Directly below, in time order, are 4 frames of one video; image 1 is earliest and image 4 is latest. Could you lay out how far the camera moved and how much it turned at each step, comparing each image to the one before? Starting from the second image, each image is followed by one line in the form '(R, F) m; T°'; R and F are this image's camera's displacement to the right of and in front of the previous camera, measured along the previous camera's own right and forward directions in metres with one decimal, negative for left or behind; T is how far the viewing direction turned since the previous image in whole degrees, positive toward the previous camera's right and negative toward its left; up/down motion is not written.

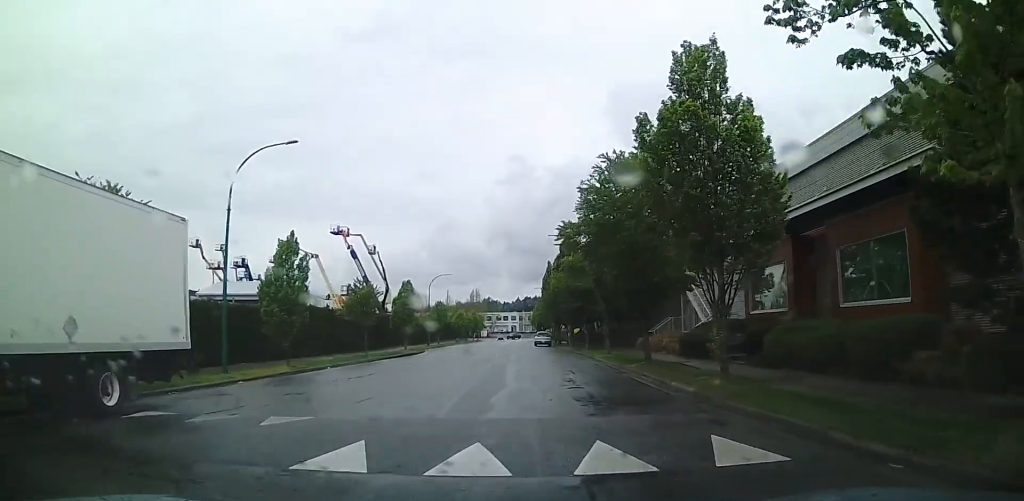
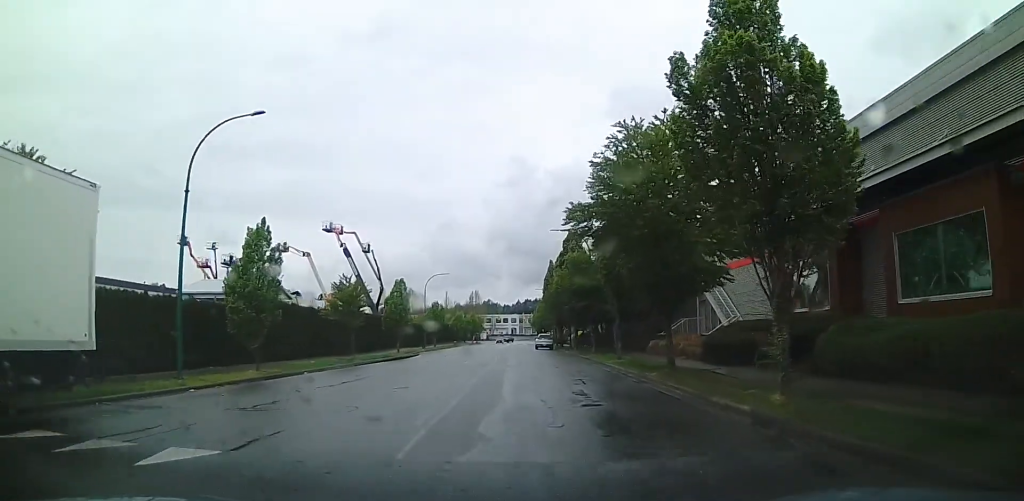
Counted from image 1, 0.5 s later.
(+0.2, +3.8) m; -1°
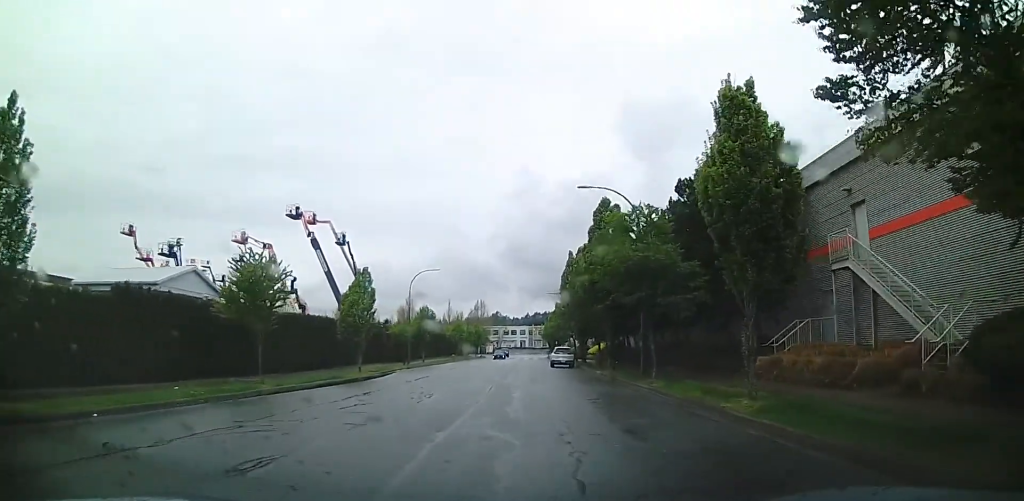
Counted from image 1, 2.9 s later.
(-1.1, +16.7) m; +1°
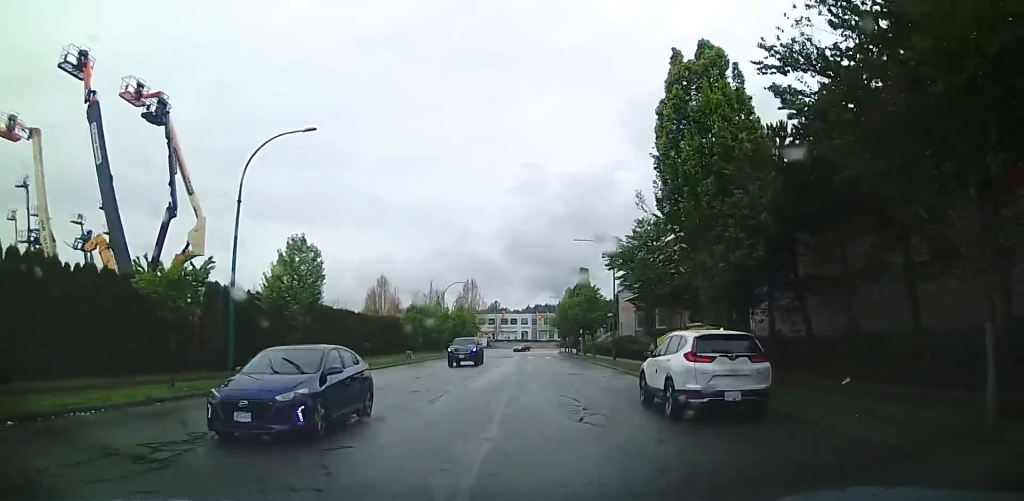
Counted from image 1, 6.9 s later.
(+0.3, +32.7) m; -2°
